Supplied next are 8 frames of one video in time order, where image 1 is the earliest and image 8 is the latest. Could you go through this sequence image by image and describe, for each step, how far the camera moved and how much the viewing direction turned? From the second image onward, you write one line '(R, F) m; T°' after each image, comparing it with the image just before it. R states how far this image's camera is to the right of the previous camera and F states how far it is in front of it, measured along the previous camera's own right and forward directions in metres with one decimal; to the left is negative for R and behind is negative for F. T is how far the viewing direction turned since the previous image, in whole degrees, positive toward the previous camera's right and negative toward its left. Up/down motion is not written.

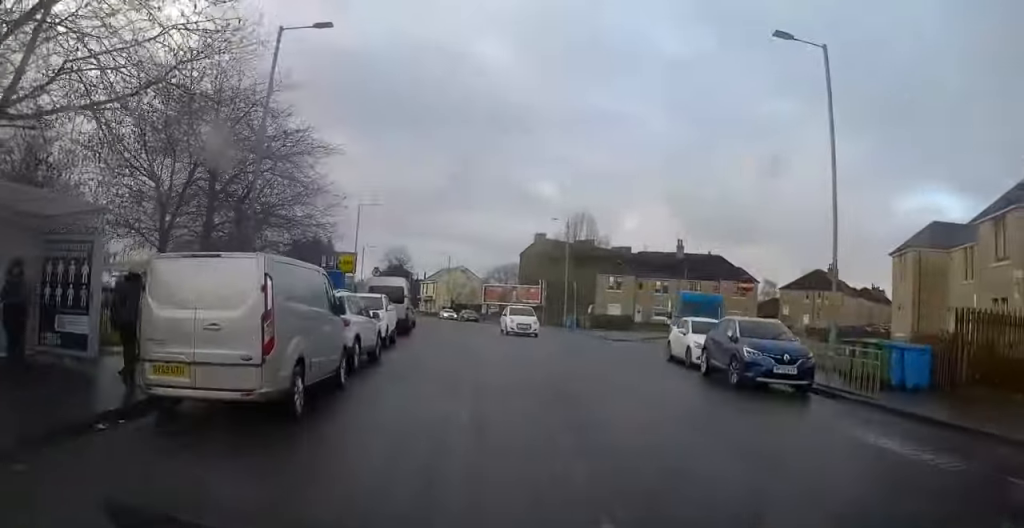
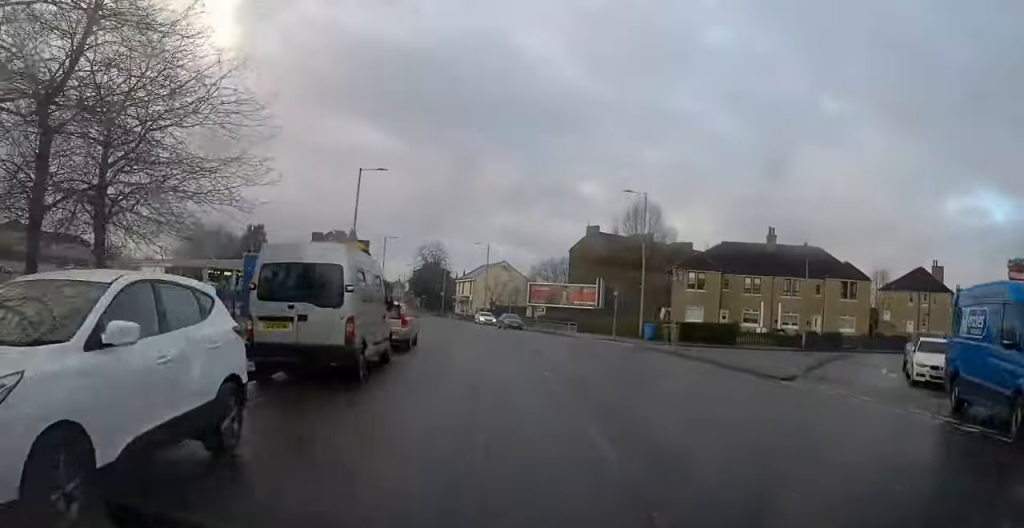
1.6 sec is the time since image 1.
(-0.7, +16.1) m; -3°
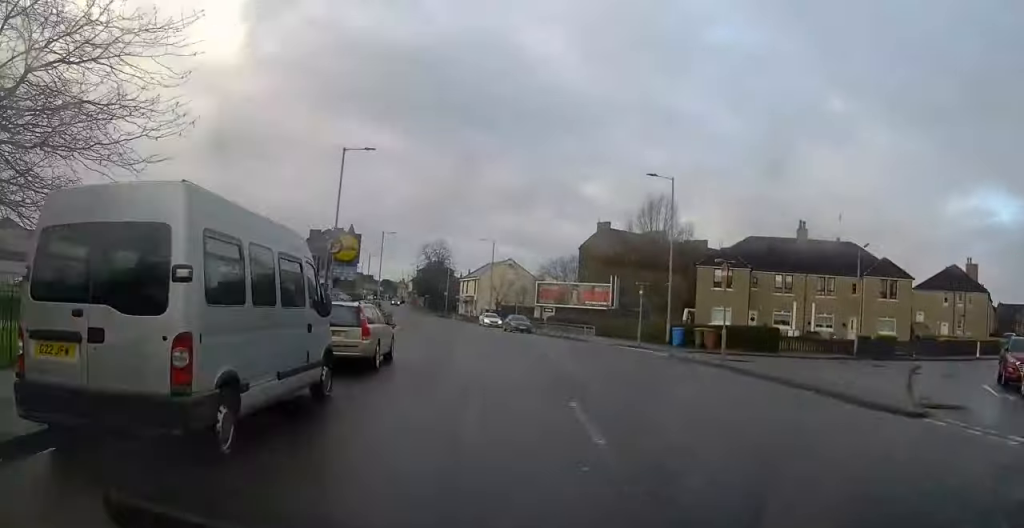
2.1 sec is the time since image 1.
(+0.2, +5.8) m; -1°
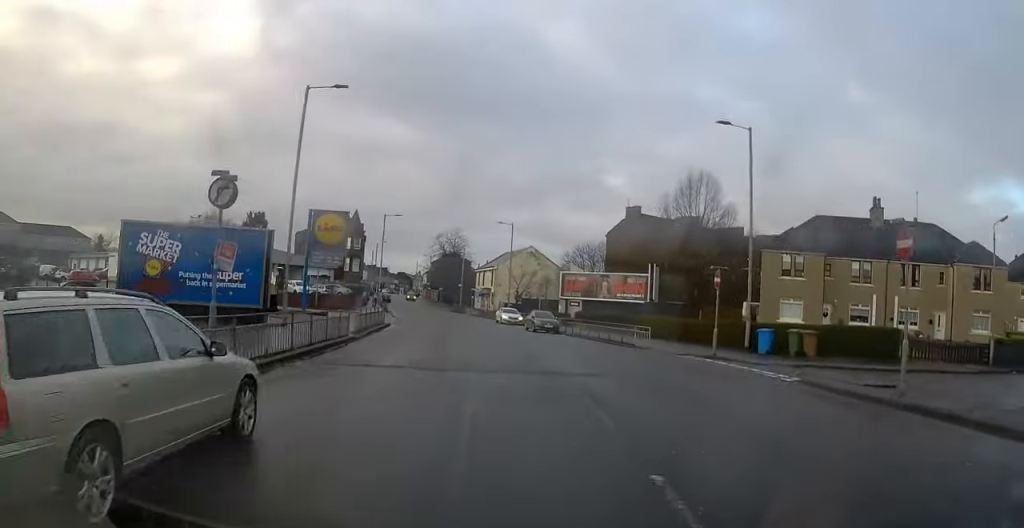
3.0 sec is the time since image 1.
(-0.4, +10.4) m; -3°
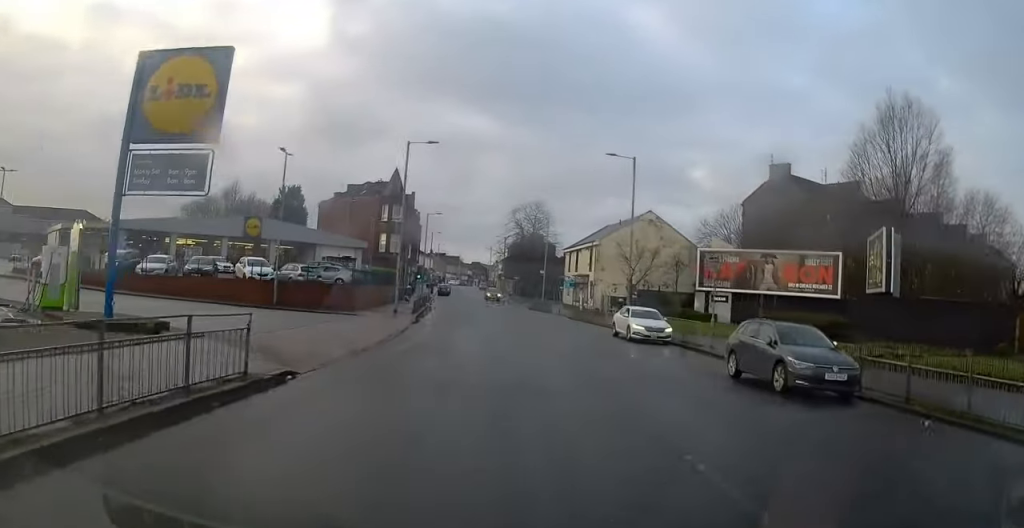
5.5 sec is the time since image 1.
(-2.0, +30.6) m; -8°
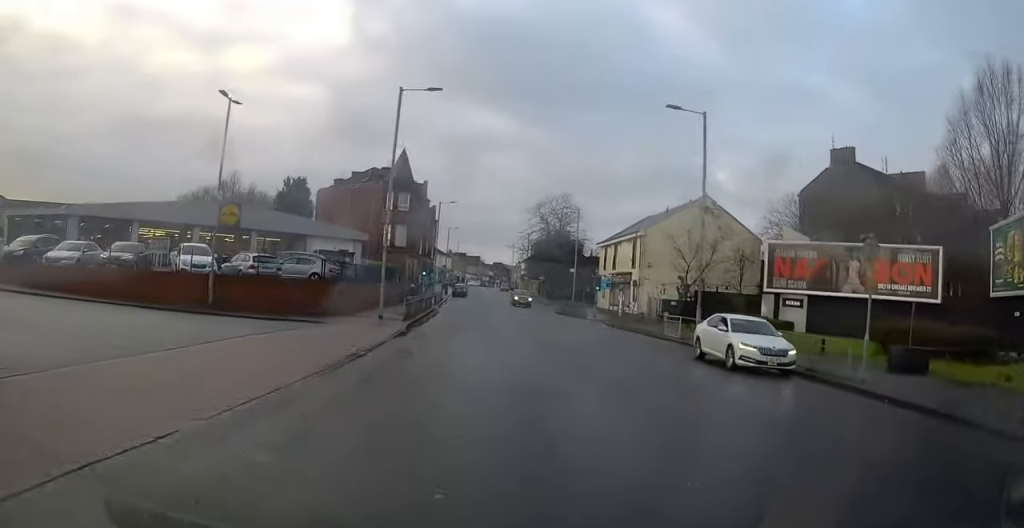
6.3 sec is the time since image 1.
(-0.1, +10.3) m; -2°
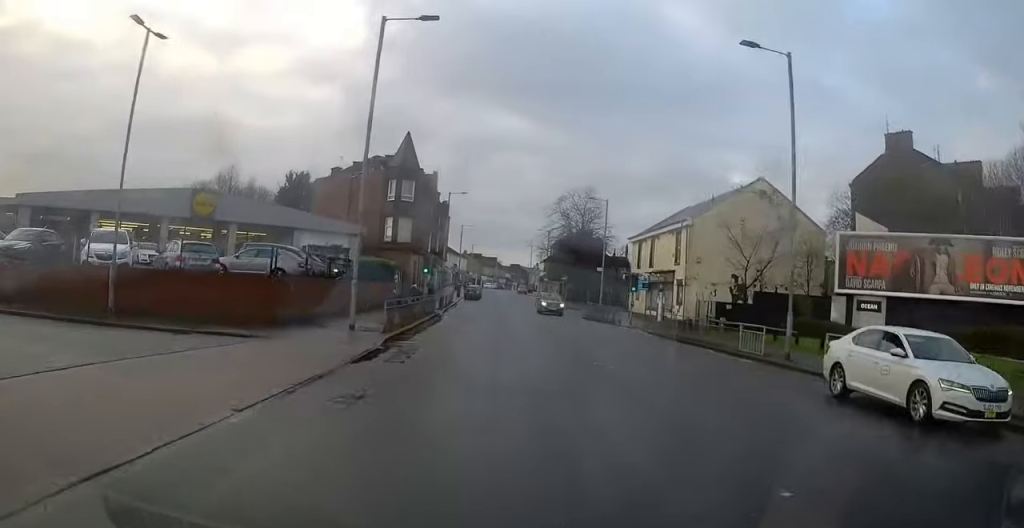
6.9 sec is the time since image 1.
(-0.2, +8.1) m; -1°
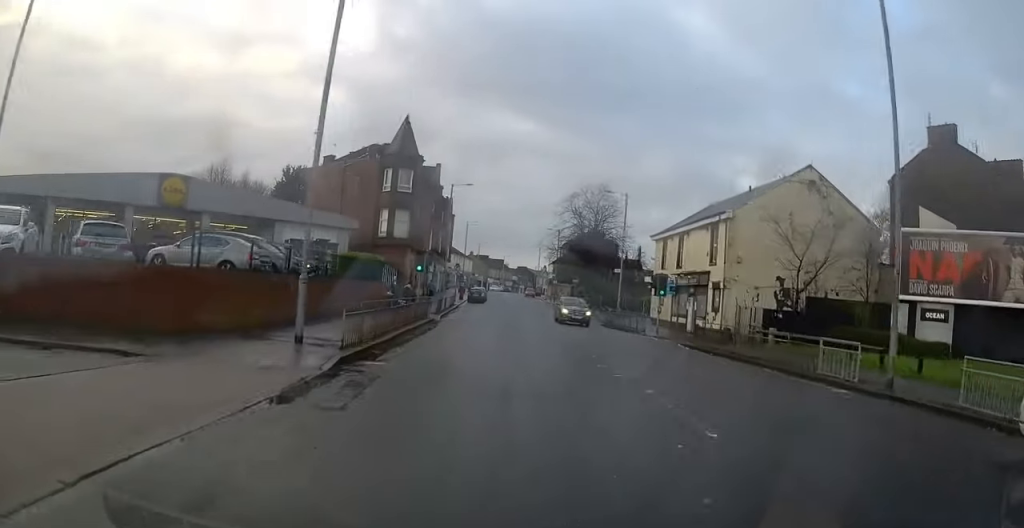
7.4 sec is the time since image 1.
(-0.1, +5.8) m; -1°
